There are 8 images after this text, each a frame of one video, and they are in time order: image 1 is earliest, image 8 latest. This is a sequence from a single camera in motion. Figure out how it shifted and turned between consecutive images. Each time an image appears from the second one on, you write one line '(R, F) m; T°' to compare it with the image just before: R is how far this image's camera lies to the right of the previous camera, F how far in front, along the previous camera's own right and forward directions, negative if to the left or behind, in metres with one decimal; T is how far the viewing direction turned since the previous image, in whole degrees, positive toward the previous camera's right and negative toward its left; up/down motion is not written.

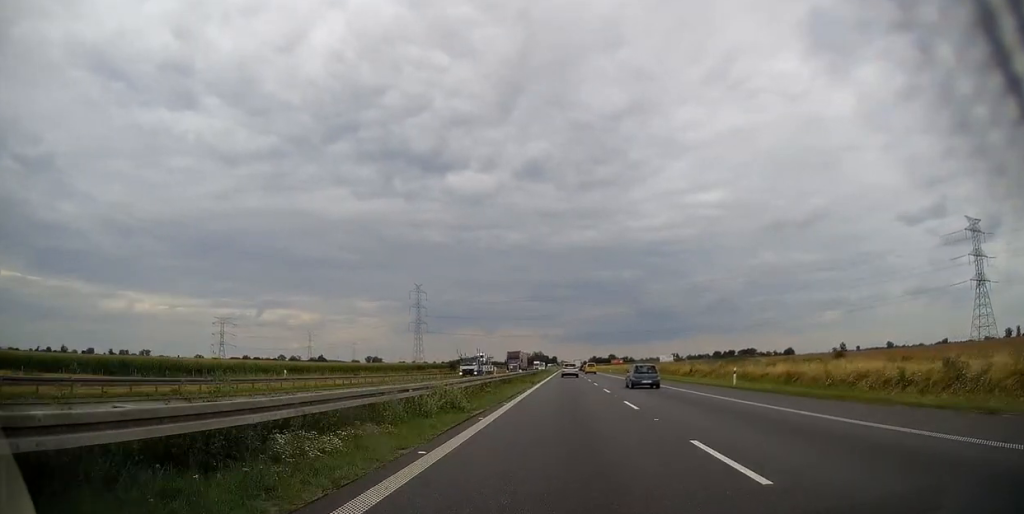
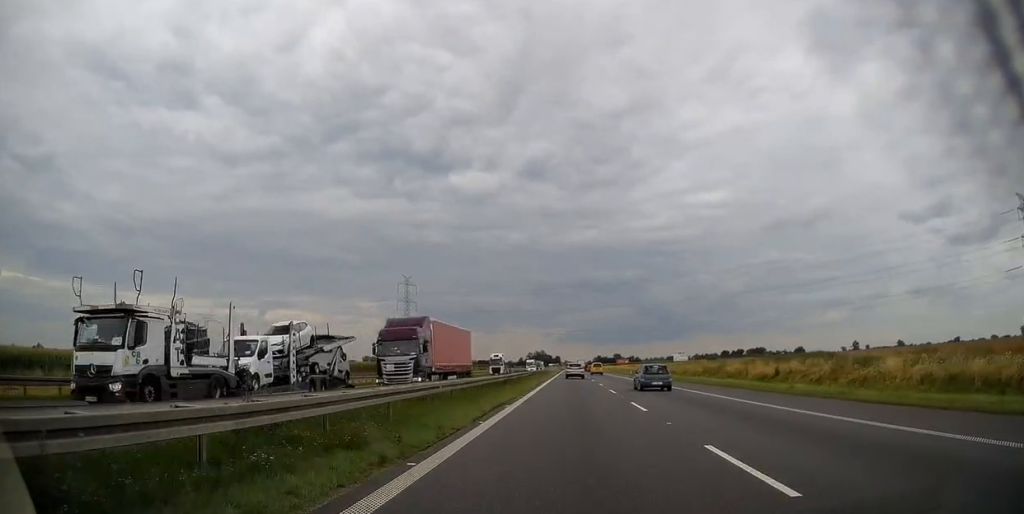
(+0.1, +36.8) m; 0°
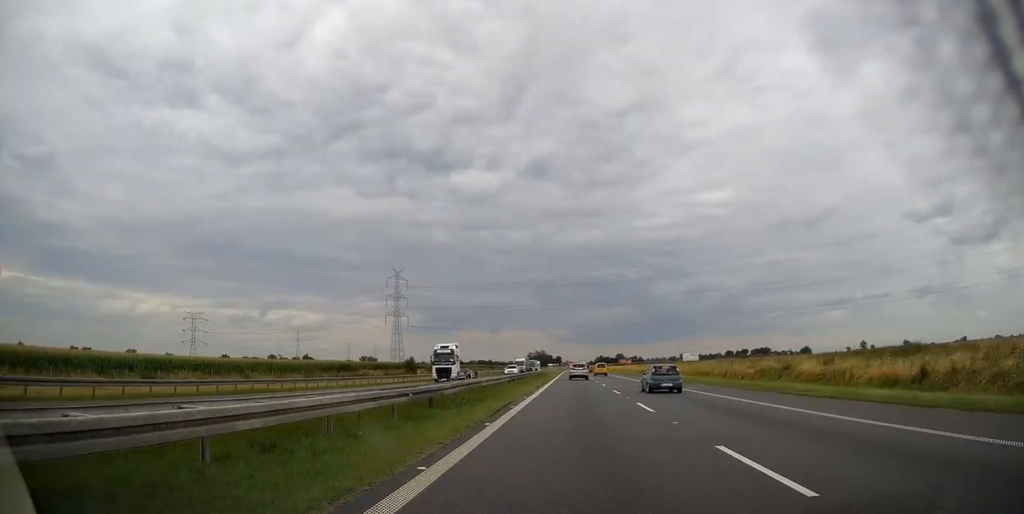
(-0.2, +24.1) m; 0°
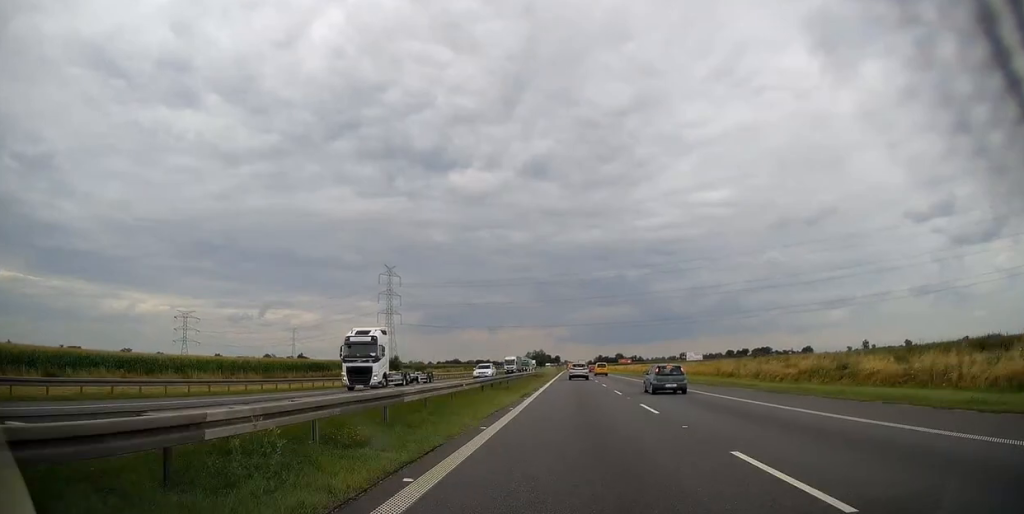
(+0.1, +12.8) m; 0°
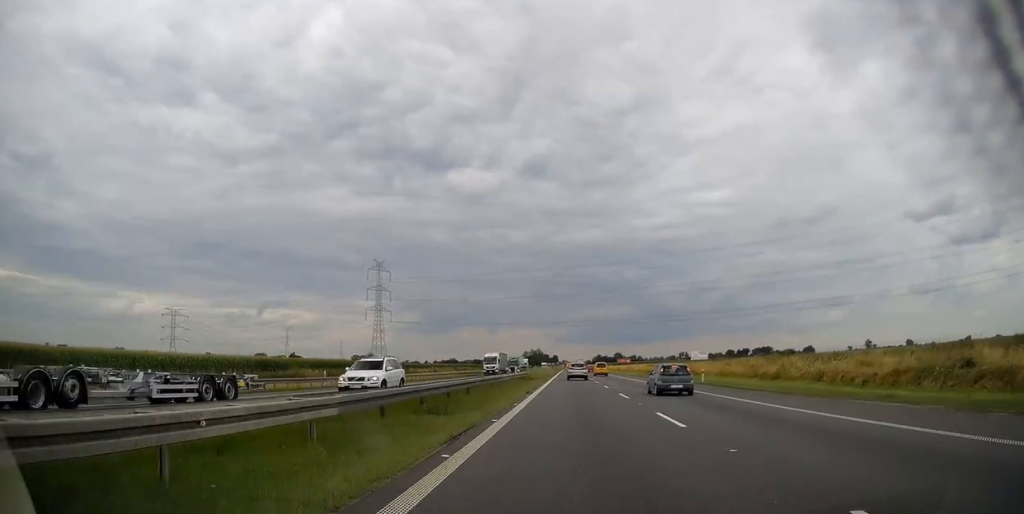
(0.0, +16.1) m; 0°
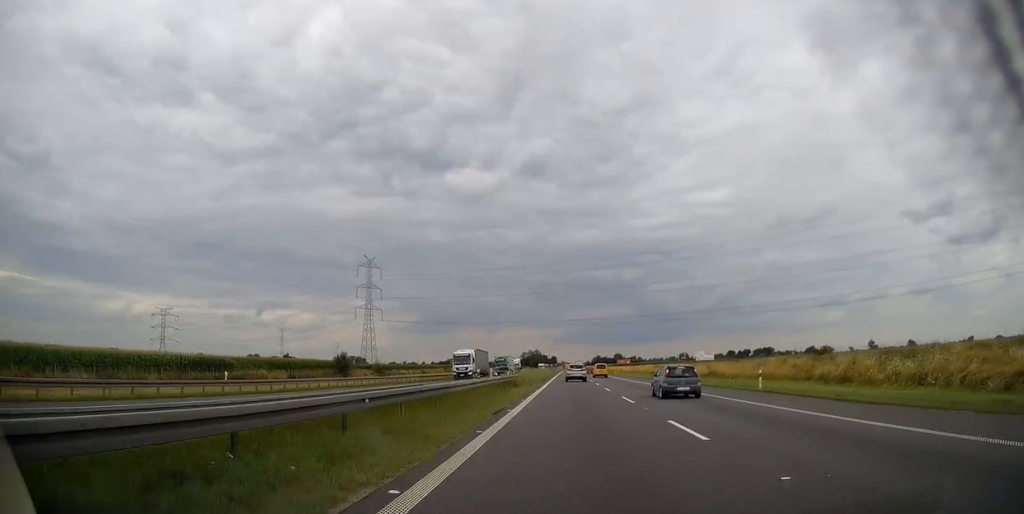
(-0.2, +14.3) m; 0°
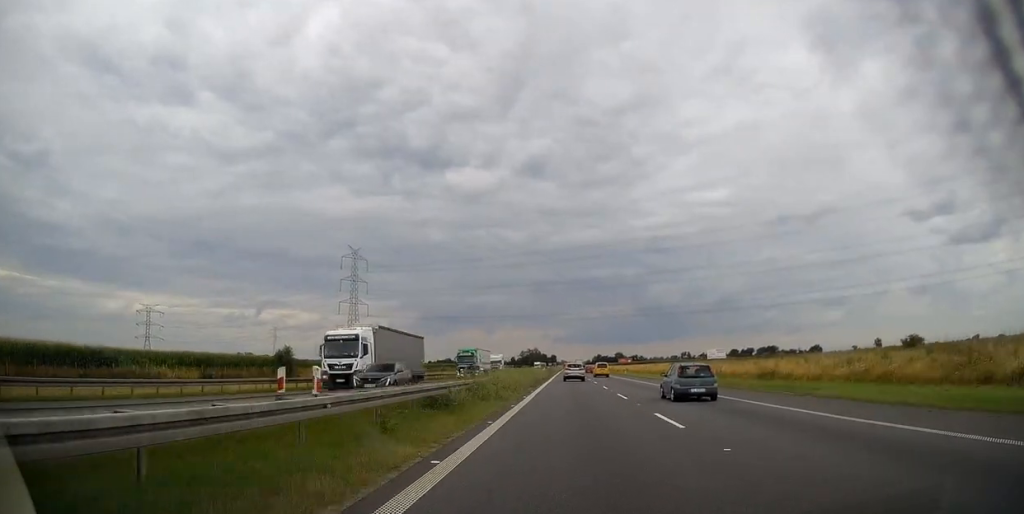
(+0.2, +21.8) m; +1°
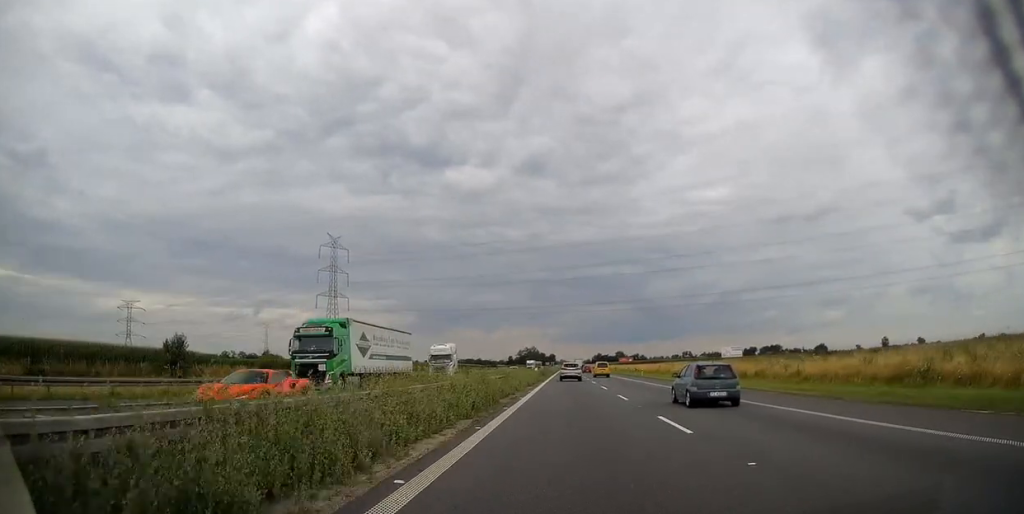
(+0.1, +25.0) m; 0°
